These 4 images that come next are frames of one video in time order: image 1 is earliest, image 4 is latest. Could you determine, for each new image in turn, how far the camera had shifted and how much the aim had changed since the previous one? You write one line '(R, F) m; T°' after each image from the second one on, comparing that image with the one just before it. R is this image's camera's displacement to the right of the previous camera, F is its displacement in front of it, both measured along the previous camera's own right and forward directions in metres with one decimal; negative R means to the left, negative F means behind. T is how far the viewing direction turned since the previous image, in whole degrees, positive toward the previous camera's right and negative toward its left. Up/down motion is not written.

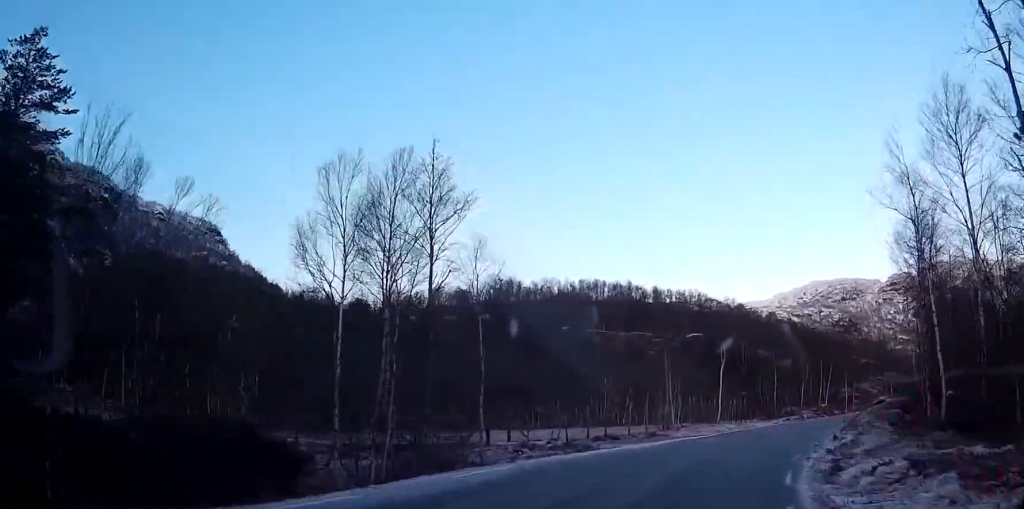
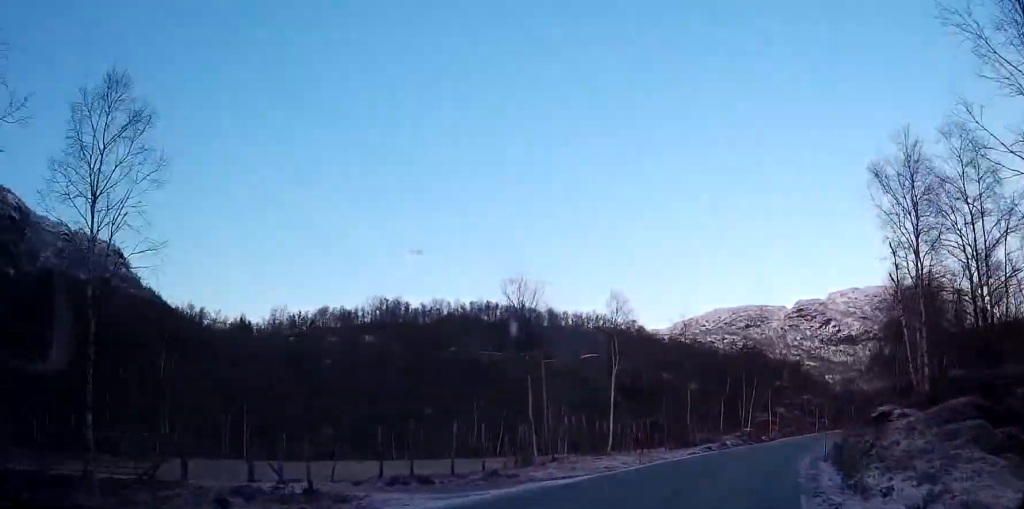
(+0.9, +14.7) m; +7°
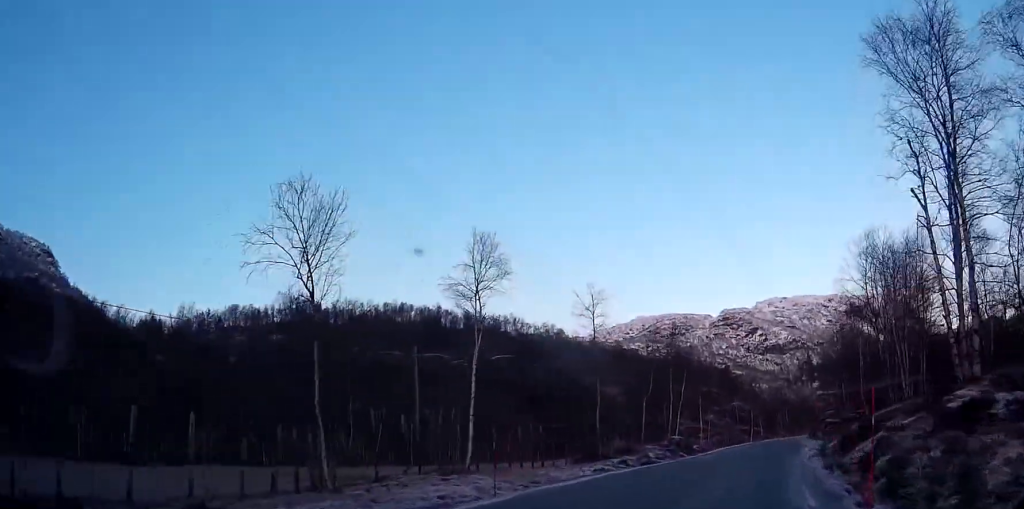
(+0.7, +11.4) m; +7°
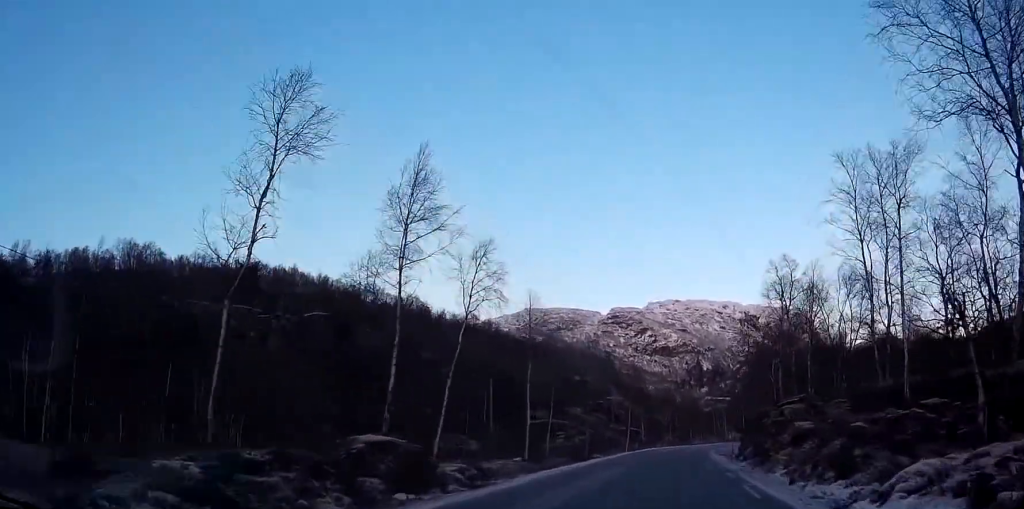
(+4.3, +33.0) m; +13°
